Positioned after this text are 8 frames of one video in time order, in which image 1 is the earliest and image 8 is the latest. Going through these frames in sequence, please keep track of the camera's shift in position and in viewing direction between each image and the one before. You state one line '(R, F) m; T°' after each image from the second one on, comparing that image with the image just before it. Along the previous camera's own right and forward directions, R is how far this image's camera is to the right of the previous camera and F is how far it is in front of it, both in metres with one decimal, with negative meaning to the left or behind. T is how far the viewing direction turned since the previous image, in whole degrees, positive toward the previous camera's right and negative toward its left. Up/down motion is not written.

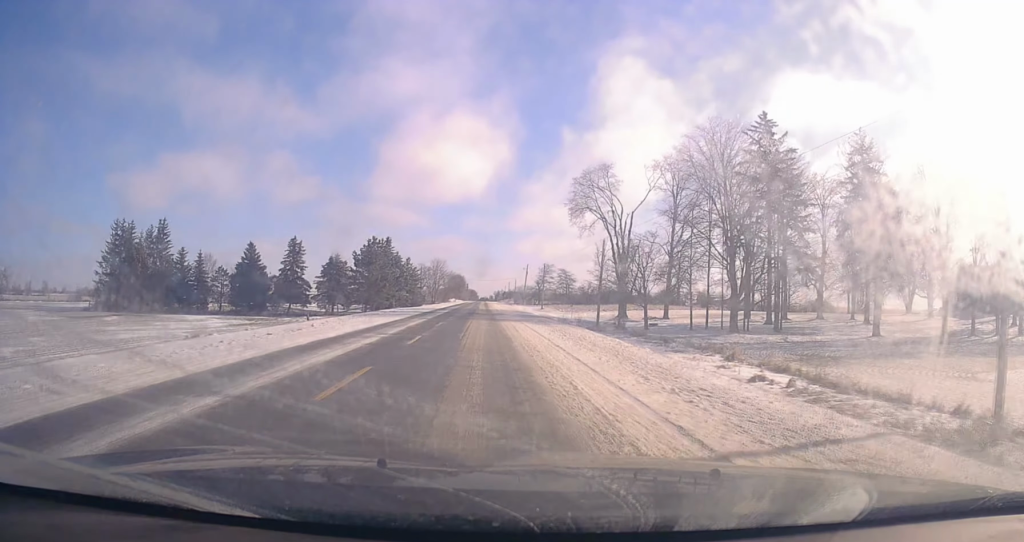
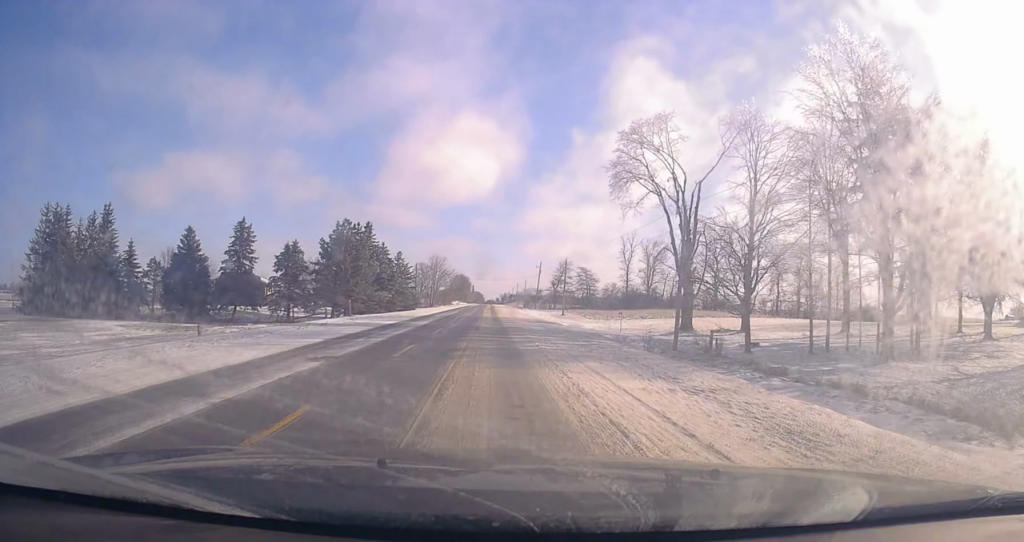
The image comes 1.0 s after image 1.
(+0.5, +21.2) m; 0°
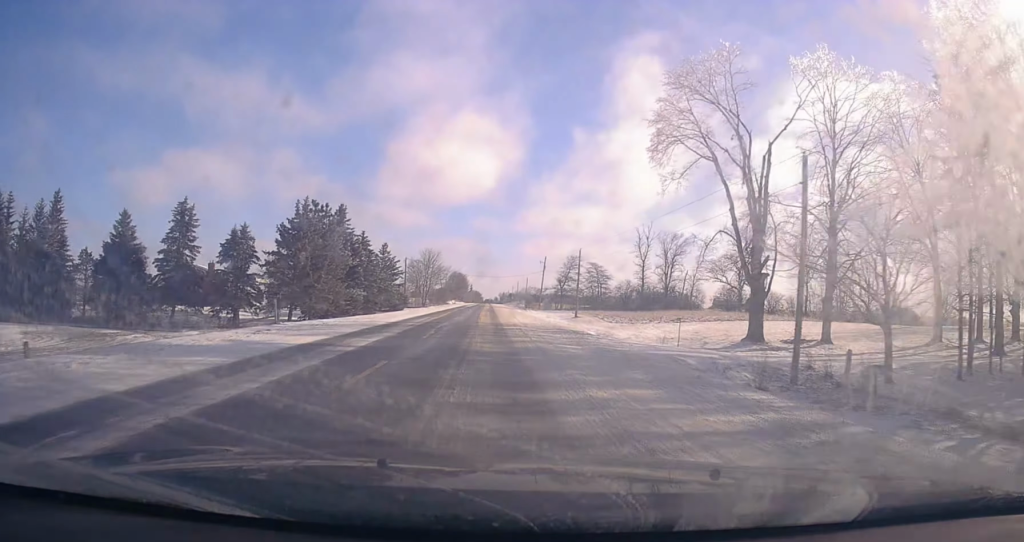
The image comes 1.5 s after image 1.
(-0.2, +12.7) m; -1°
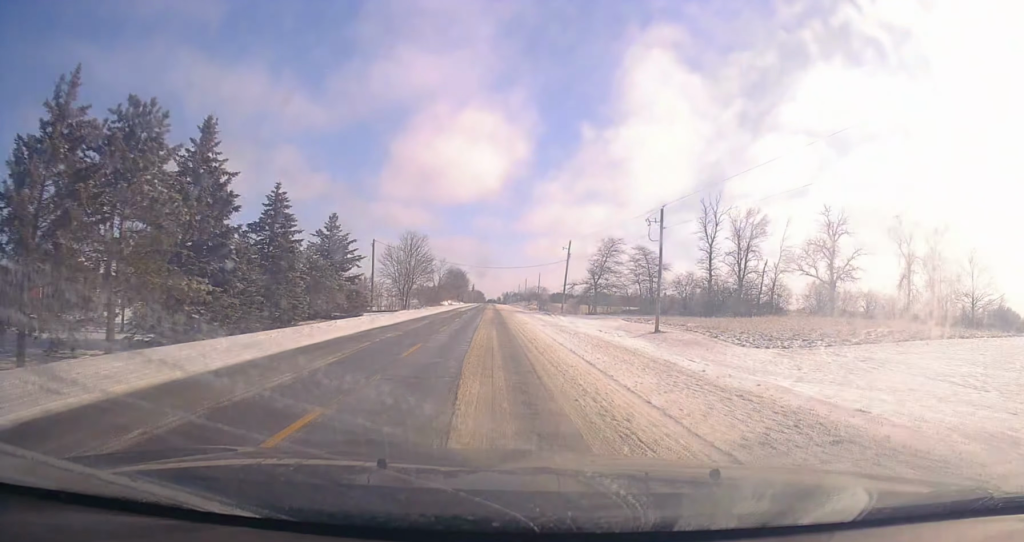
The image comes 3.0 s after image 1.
(-0.3, +31.7) m; +1°
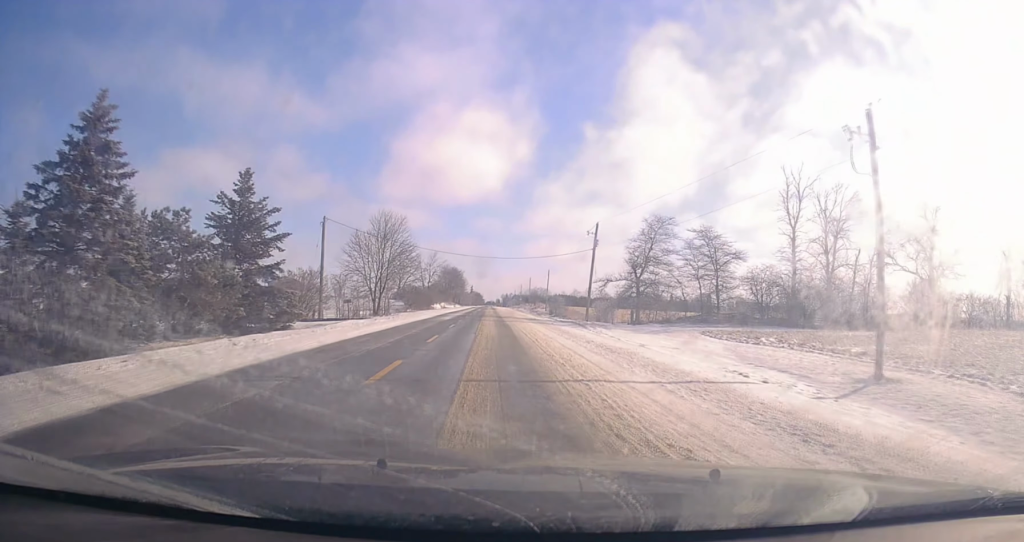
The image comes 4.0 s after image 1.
(+0.7, +21.6) m; +1°
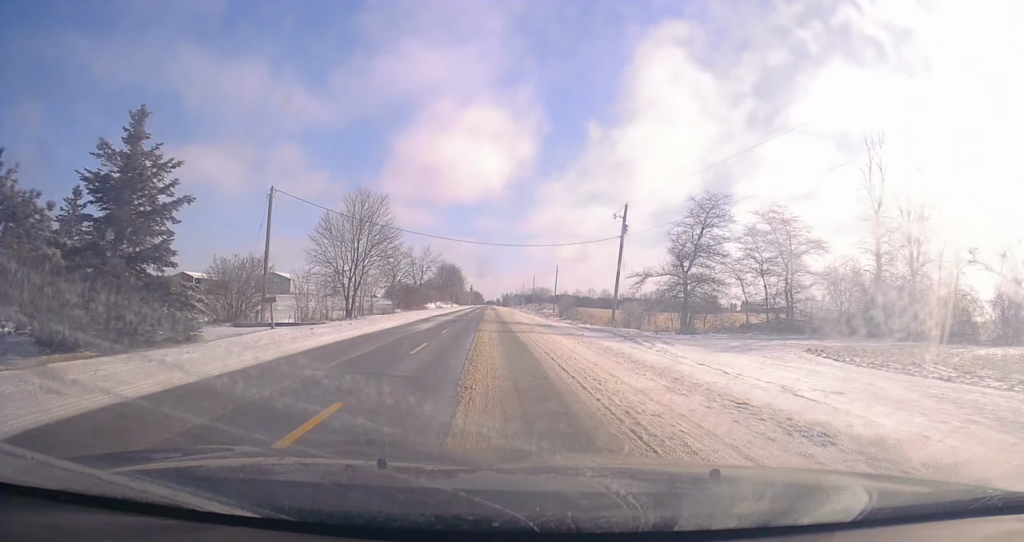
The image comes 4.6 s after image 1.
(-0.4, +13.8) m; 0°
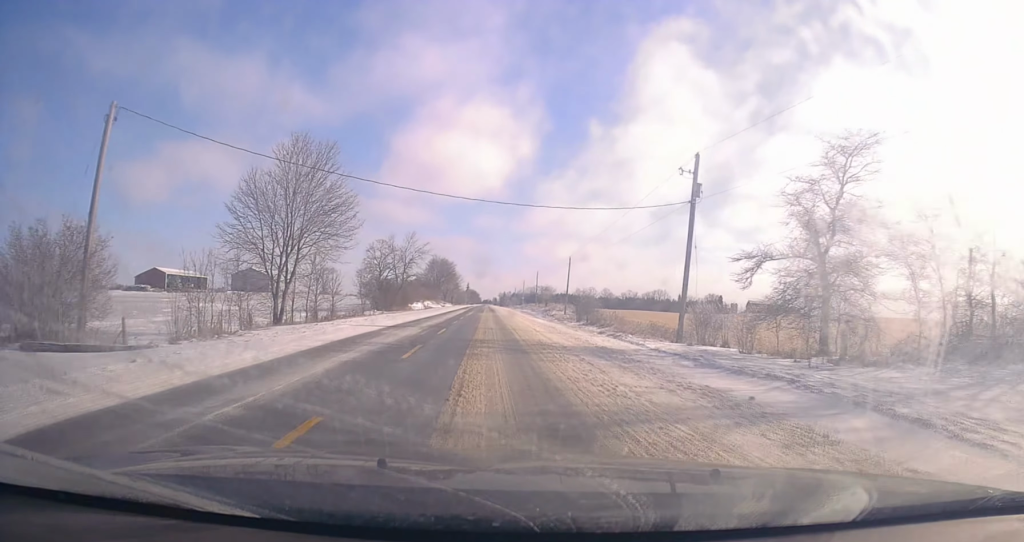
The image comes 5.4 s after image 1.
(+0.3, +18.0) m; -1°
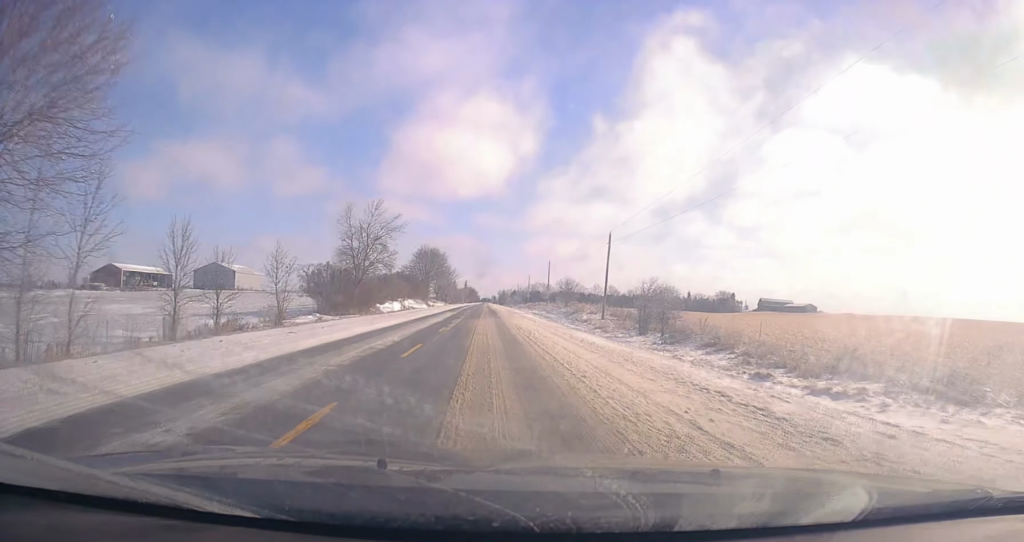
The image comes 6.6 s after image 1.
(-0.7, +26.6) m; -2°
